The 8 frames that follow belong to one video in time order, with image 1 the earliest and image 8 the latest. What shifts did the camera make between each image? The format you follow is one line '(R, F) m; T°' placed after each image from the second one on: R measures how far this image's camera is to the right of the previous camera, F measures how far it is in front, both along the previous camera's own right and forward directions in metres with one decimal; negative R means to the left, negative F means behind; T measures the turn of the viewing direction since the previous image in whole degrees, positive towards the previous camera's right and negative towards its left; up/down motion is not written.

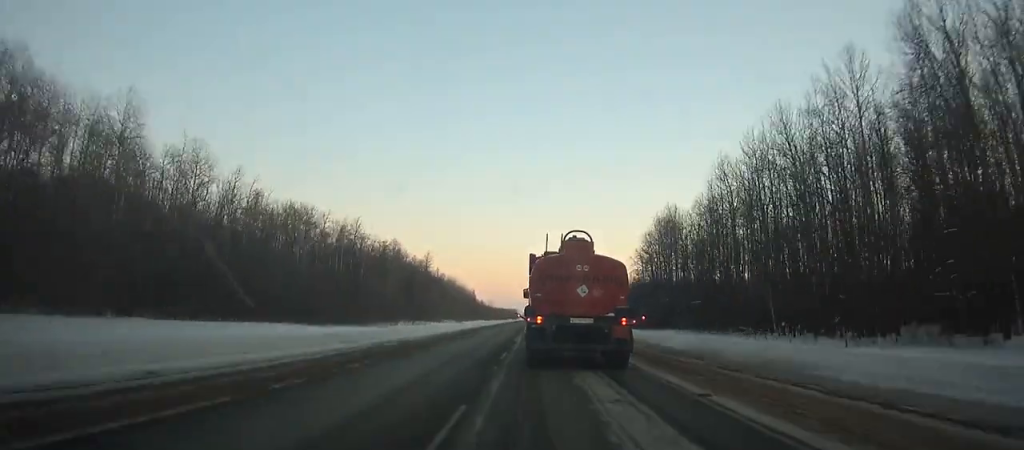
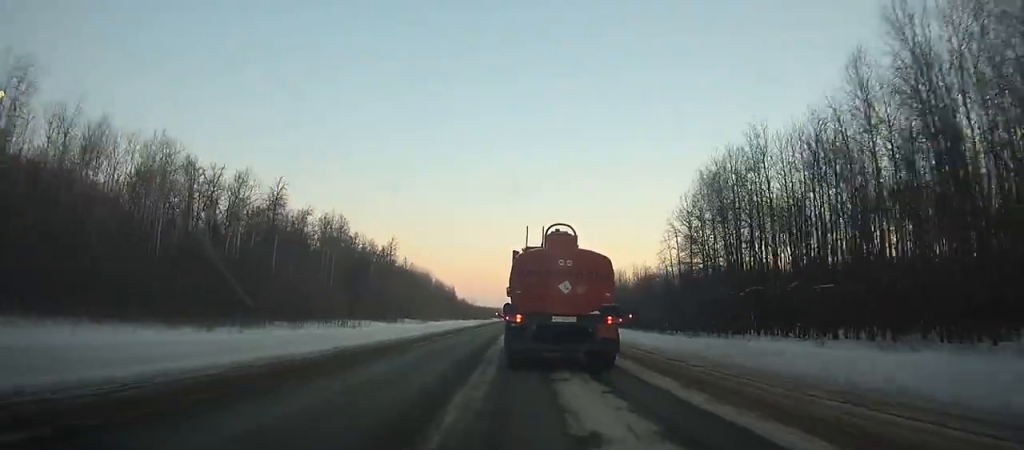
(0.0, +32.1) m; 0°
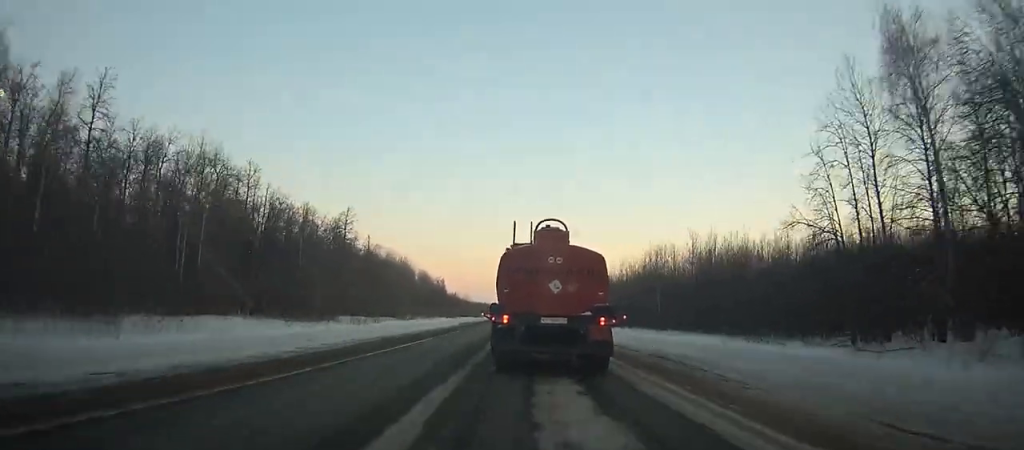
(+0.2, +40.3) m; 0°
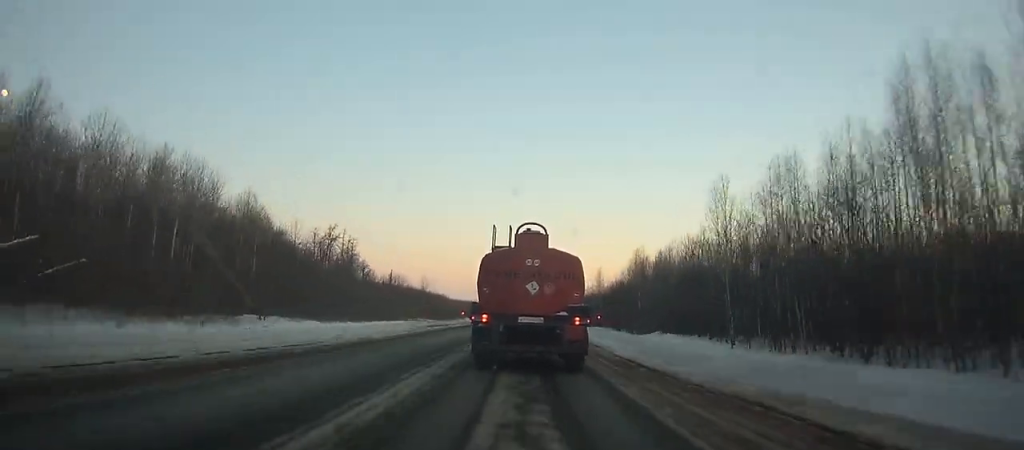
(+0.8, +148.2) m; 0°
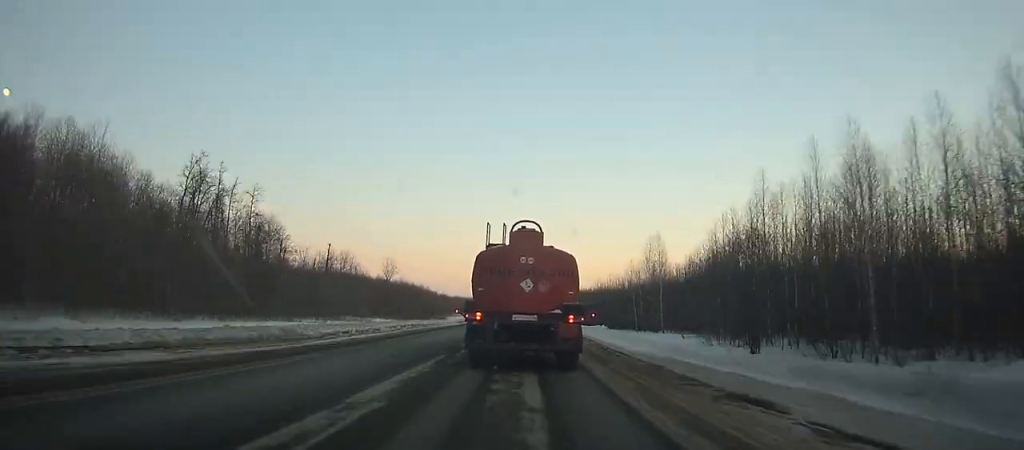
(-0.1, +50.4) m; -1°
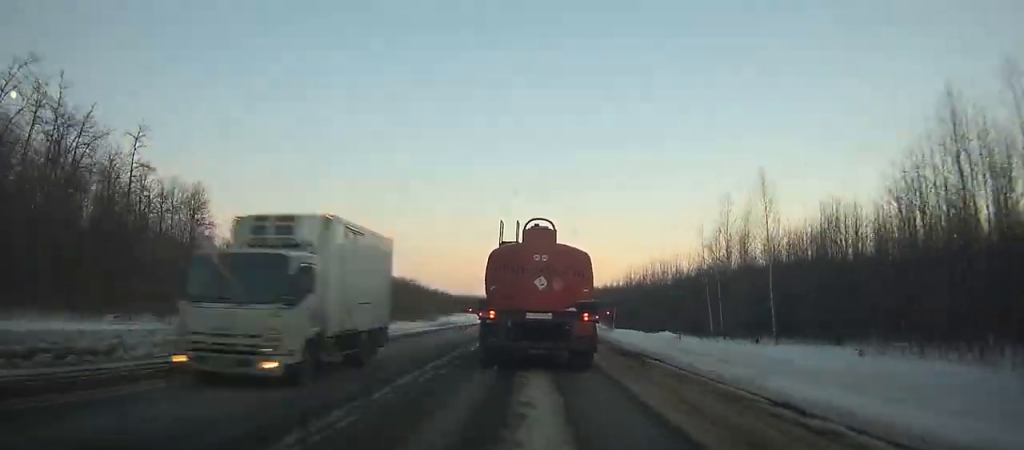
(+0.1, +29.7) m; 0°
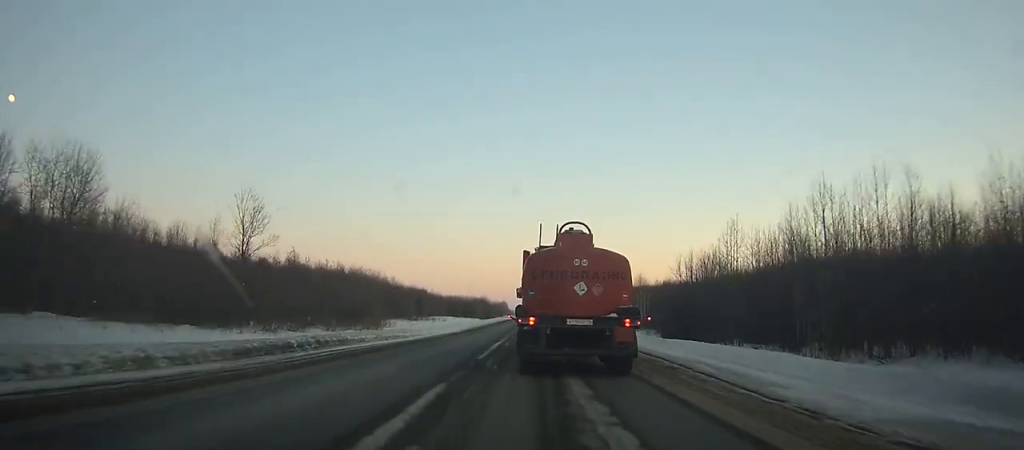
(-0.5, +46.3) m; -1°
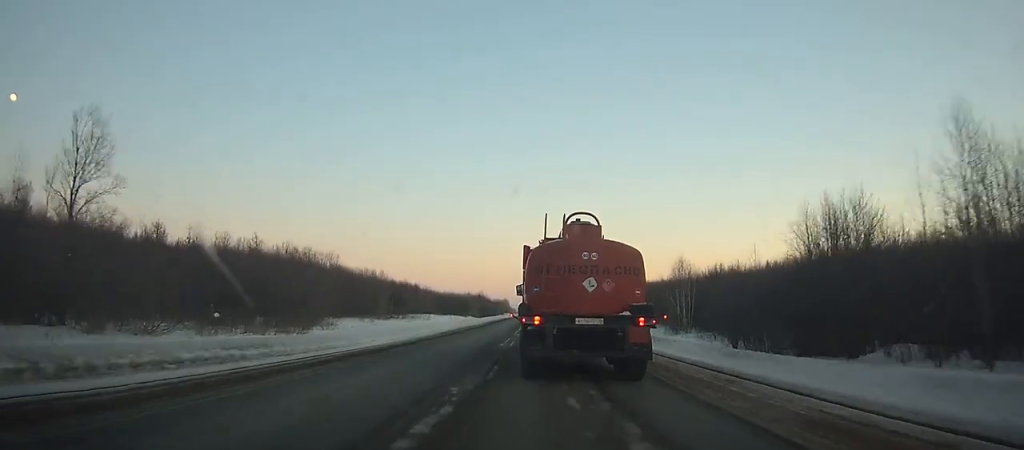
(-0.1, +27.1) m; 0°
